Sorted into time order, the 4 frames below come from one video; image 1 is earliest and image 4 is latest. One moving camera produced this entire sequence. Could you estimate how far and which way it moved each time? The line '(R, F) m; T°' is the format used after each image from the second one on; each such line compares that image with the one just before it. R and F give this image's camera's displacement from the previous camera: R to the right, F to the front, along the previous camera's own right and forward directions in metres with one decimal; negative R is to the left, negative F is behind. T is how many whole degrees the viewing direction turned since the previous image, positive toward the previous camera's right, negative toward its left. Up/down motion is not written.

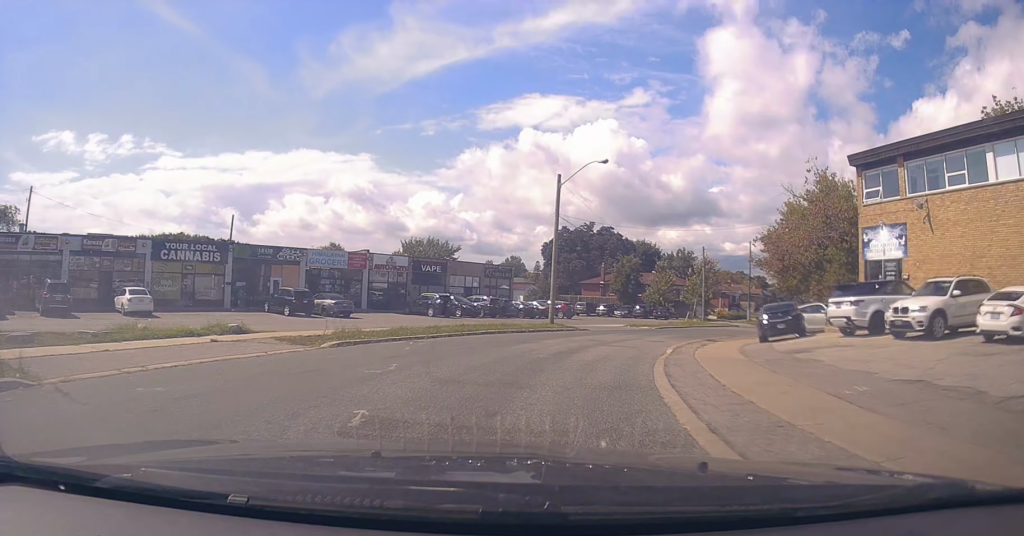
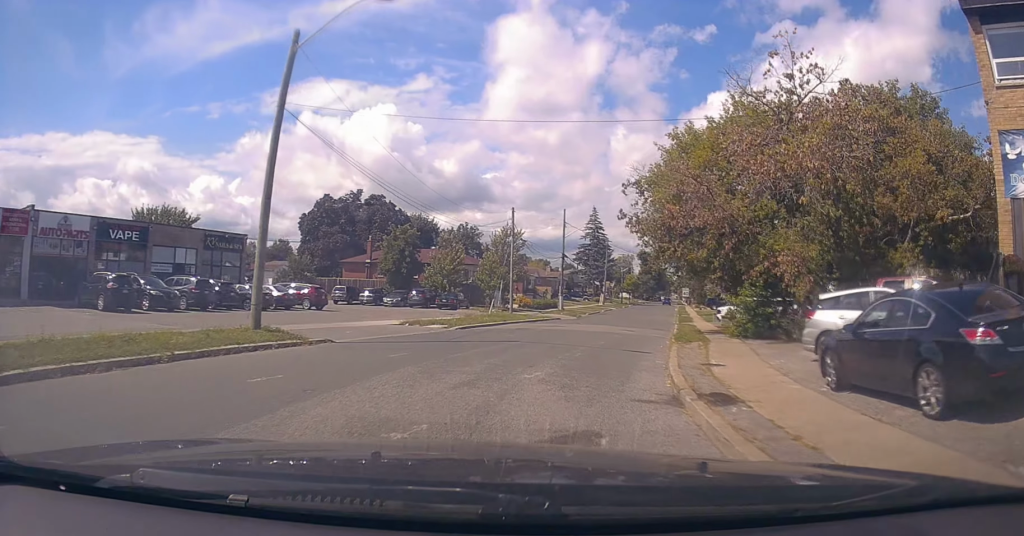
(+2.8, +17.1) m; +18°
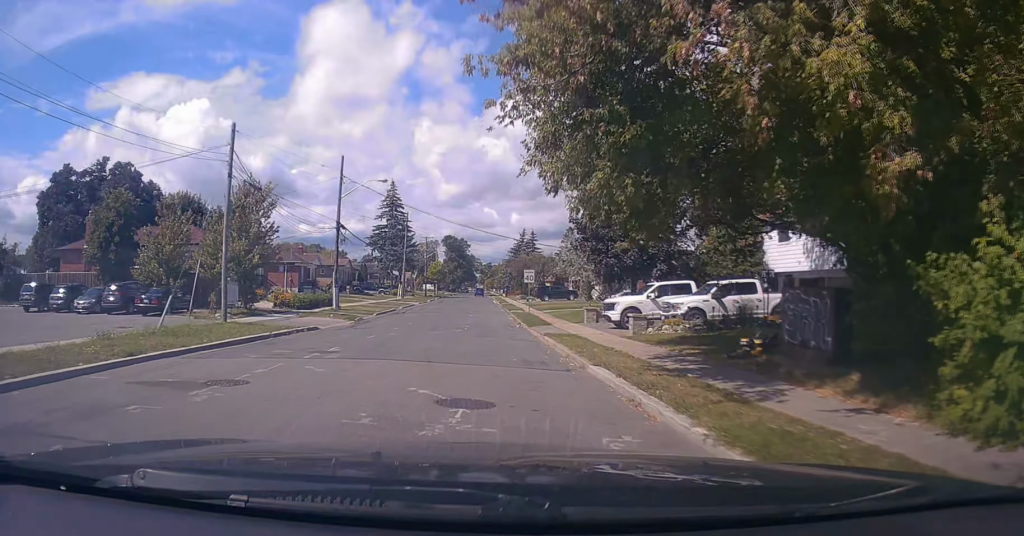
(+3.4, +19.8) m; +19°
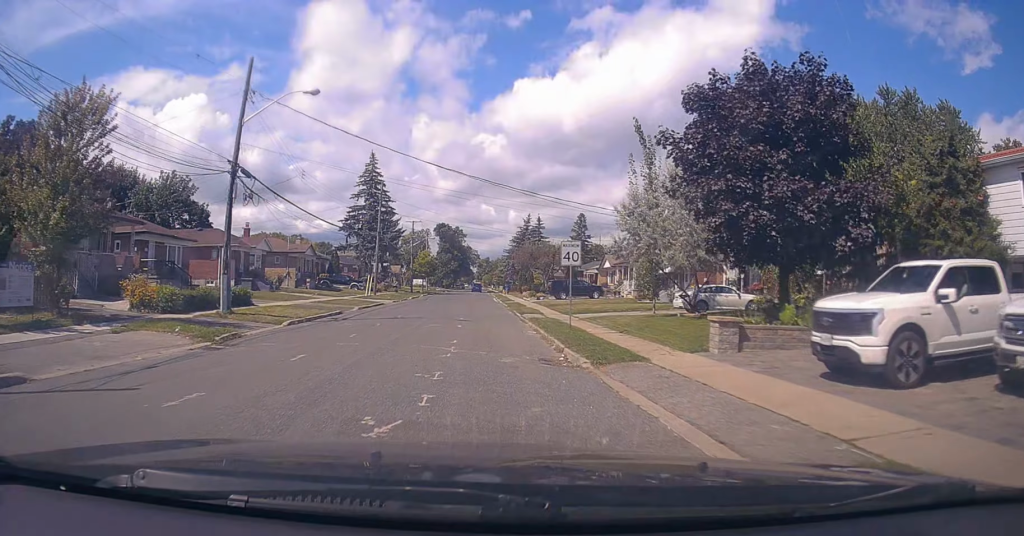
(+0.5, +16.7) m; +3°
